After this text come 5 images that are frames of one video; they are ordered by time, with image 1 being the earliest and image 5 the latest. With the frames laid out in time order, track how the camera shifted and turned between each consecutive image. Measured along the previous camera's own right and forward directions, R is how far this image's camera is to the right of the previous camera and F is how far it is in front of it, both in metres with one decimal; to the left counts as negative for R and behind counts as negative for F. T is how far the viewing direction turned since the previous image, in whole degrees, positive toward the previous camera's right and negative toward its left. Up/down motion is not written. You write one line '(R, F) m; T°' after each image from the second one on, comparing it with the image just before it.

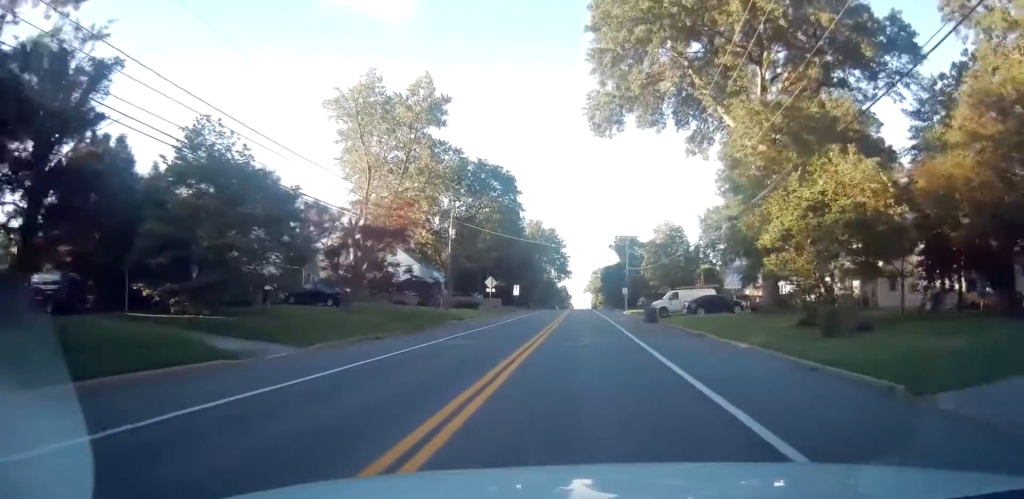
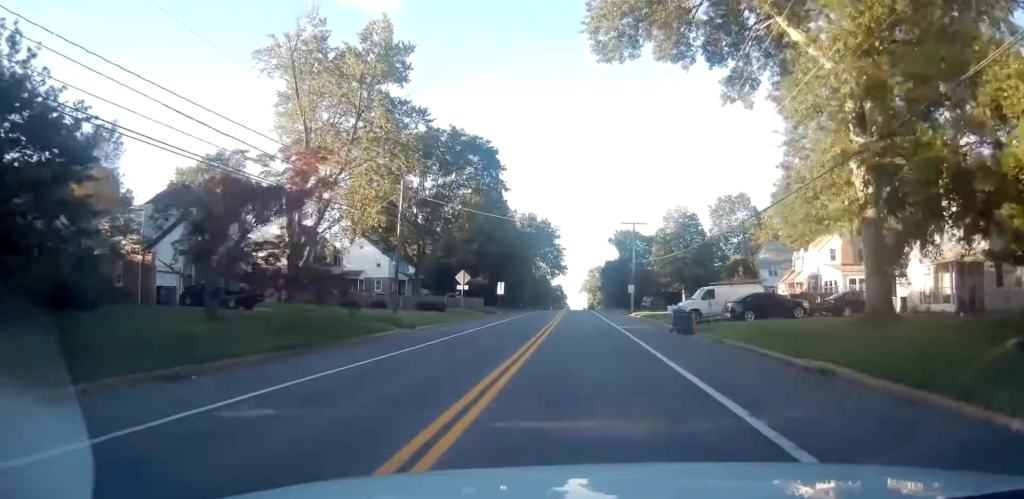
(-0.1, +13.1) m; 0°
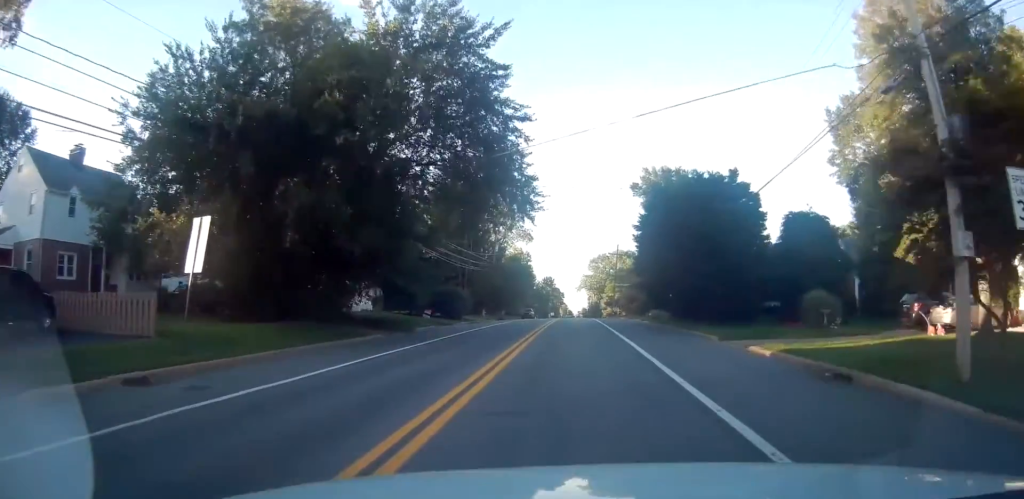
(+0.9, +58.3) m; +1°
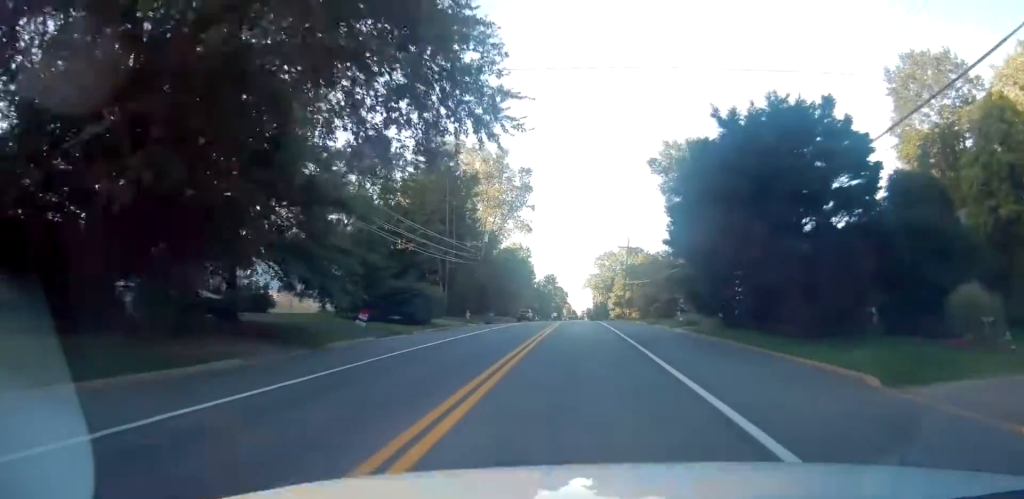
(0.0, +12.3) m; 0°
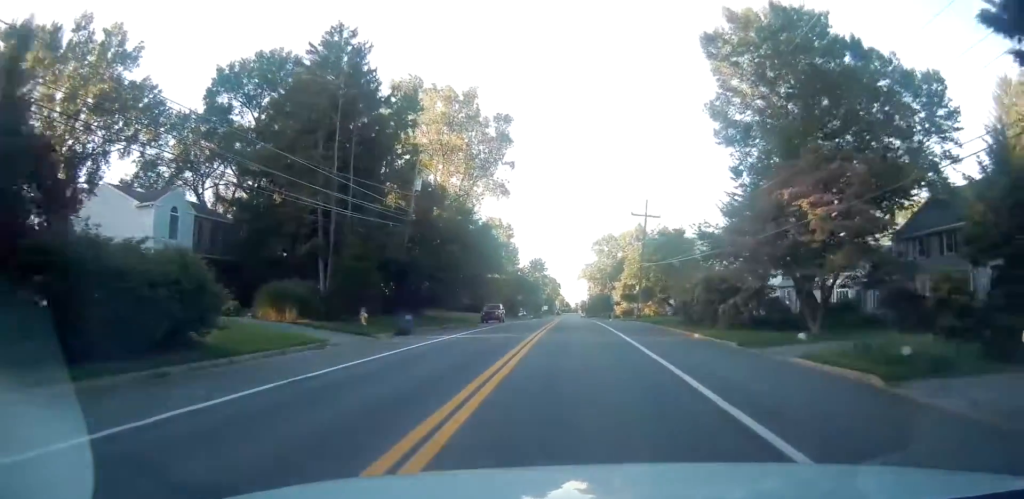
(-0.4, +26.2) m; -2°
